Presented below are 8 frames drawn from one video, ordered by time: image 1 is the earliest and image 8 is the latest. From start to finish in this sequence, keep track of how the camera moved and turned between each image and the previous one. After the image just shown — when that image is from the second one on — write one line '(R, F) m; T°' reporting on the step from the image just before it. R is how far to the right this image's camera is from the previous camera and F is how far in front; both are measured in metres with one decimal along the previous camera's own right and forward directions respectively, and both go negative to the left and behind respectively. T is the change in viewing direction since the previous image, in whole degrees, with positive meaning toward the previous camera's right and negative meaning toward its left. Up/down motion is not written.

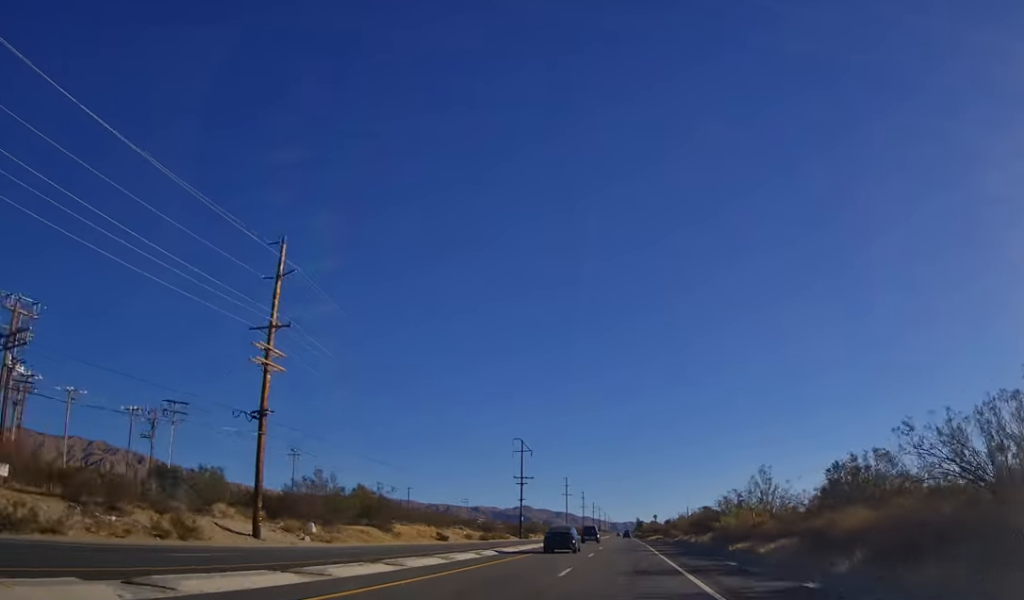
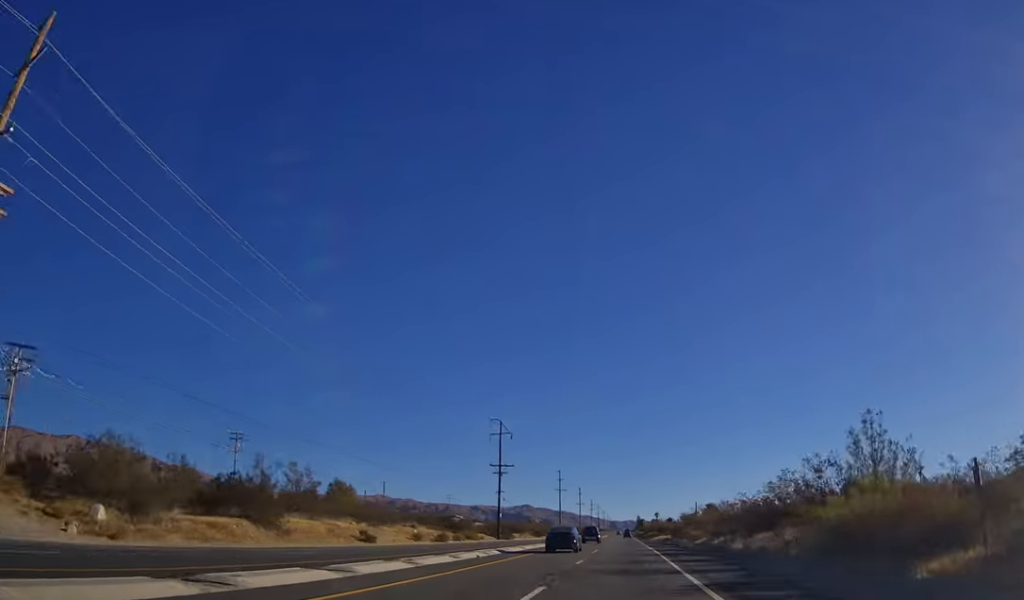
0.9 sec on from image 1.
(-0.3, +22.4) m; 0°
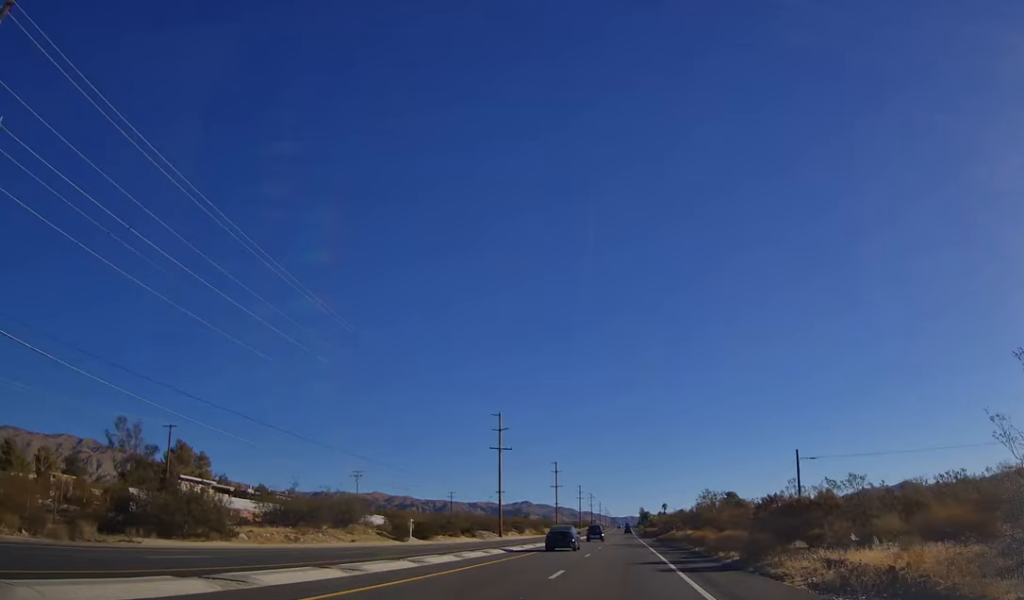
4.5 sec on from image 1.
(+0.2, +96.6) m; 0°
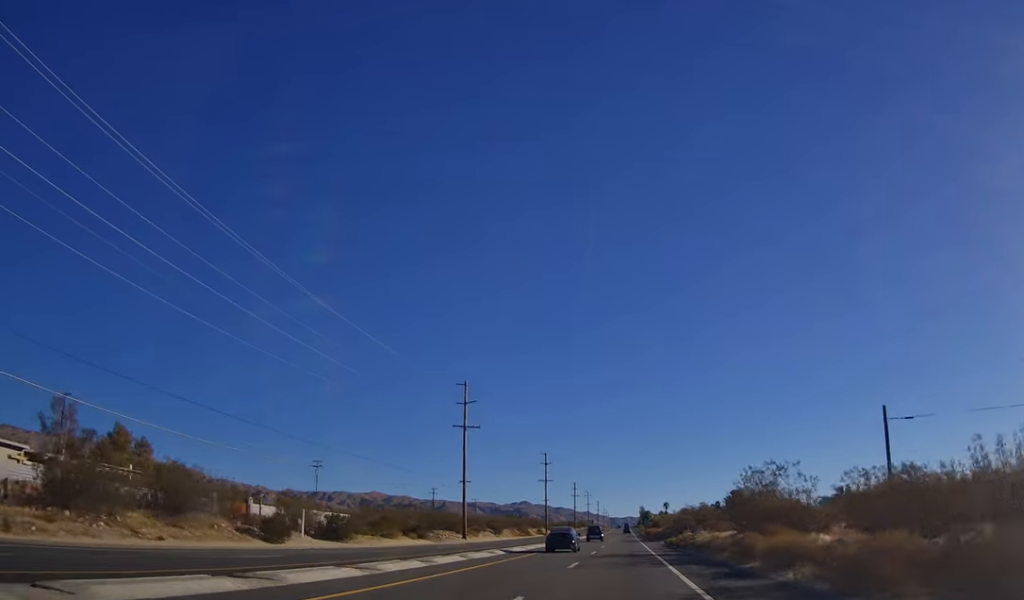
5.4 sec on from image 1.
(-0.3, +23.1) m; 0°
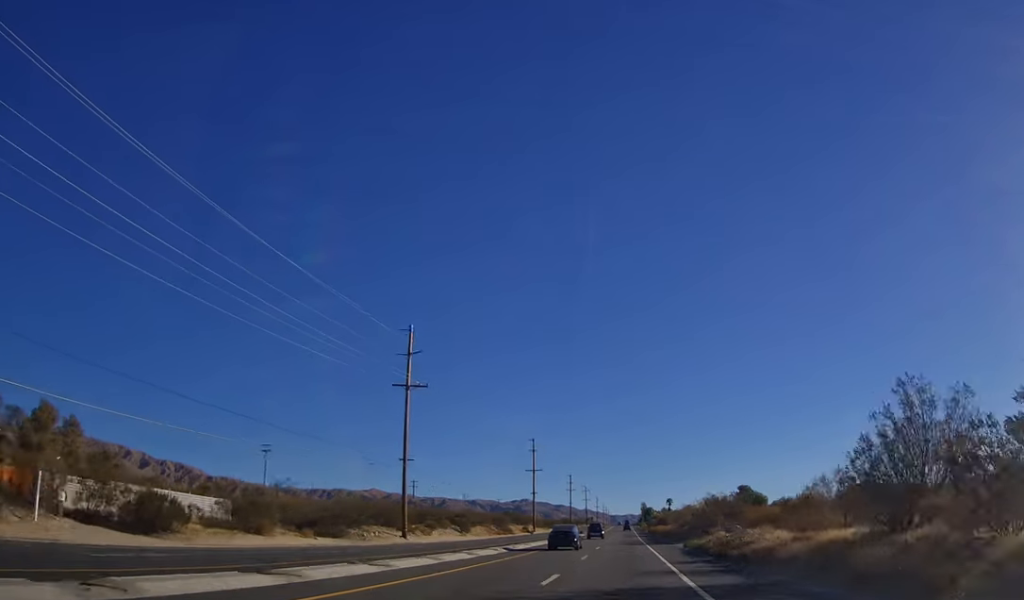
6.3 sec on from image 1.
(+0.4, +23.5) m; 0°
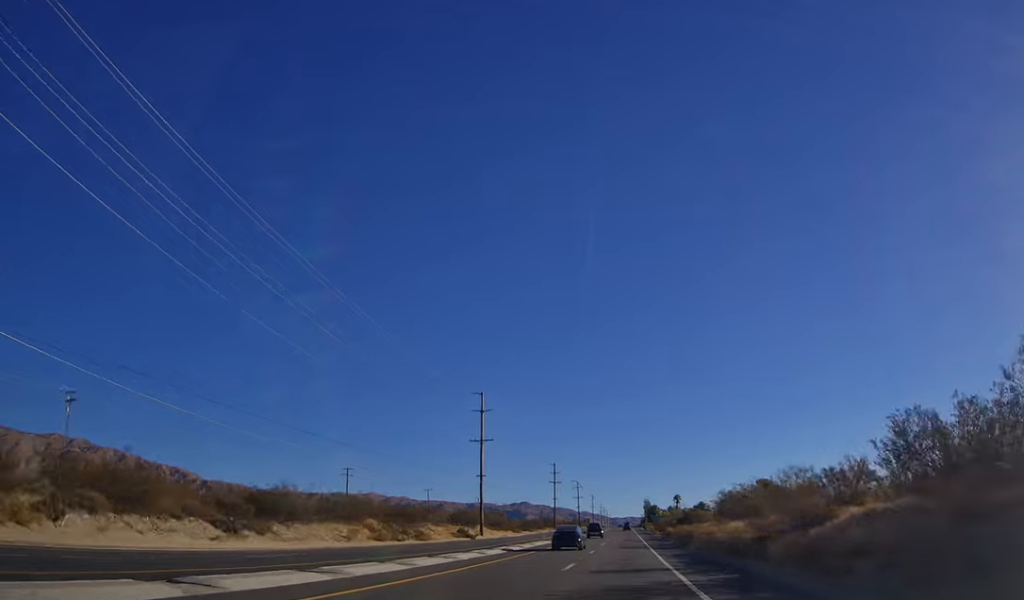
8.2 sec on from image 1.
(+0.3, +52.4) m; 0°
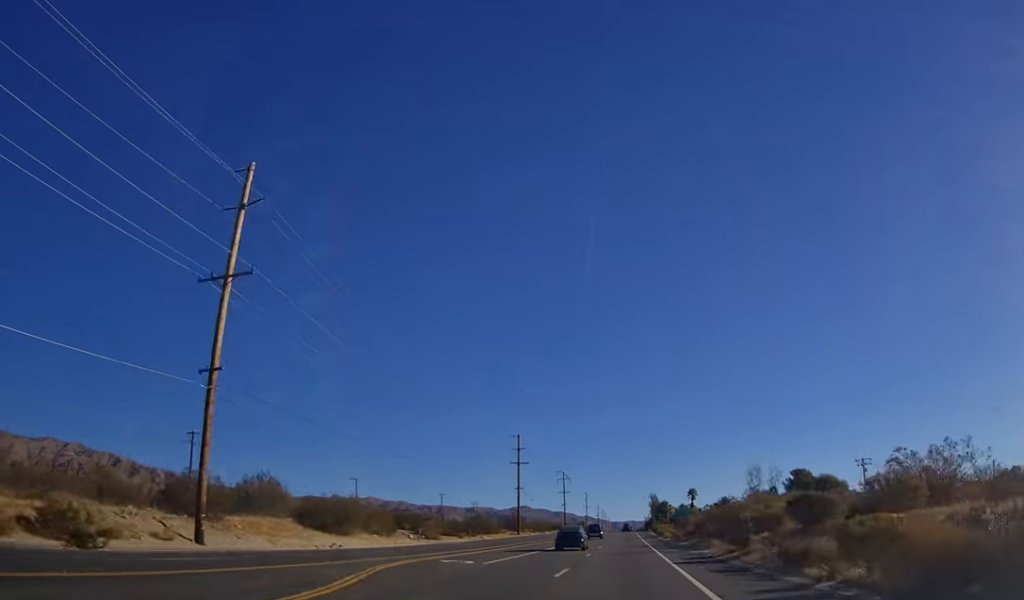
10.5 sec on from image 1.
(-0.4, +63.4) m; 0°
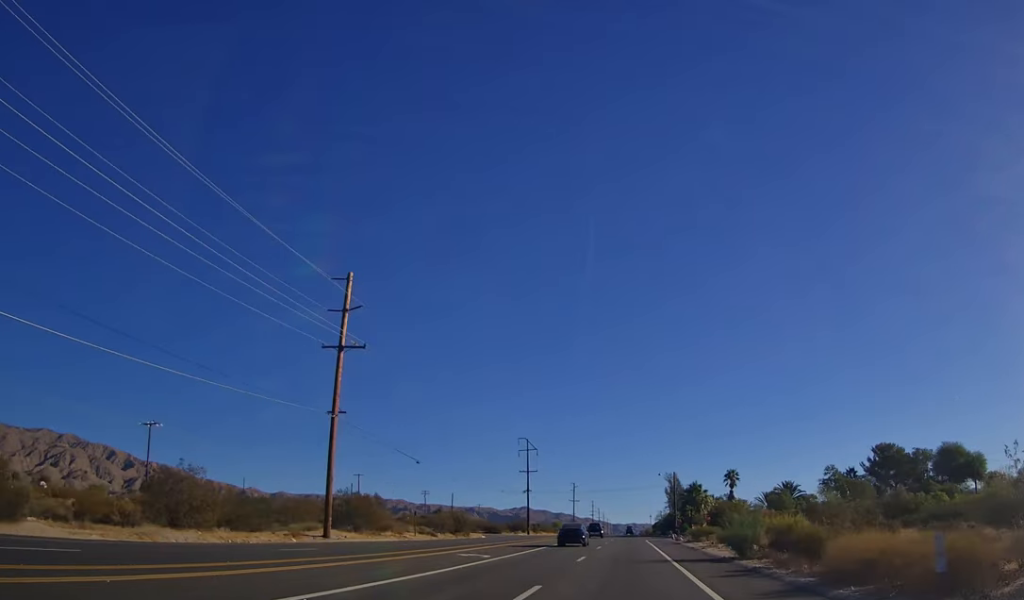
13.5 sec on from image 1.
(+0.1, +81.1) m; 0°
